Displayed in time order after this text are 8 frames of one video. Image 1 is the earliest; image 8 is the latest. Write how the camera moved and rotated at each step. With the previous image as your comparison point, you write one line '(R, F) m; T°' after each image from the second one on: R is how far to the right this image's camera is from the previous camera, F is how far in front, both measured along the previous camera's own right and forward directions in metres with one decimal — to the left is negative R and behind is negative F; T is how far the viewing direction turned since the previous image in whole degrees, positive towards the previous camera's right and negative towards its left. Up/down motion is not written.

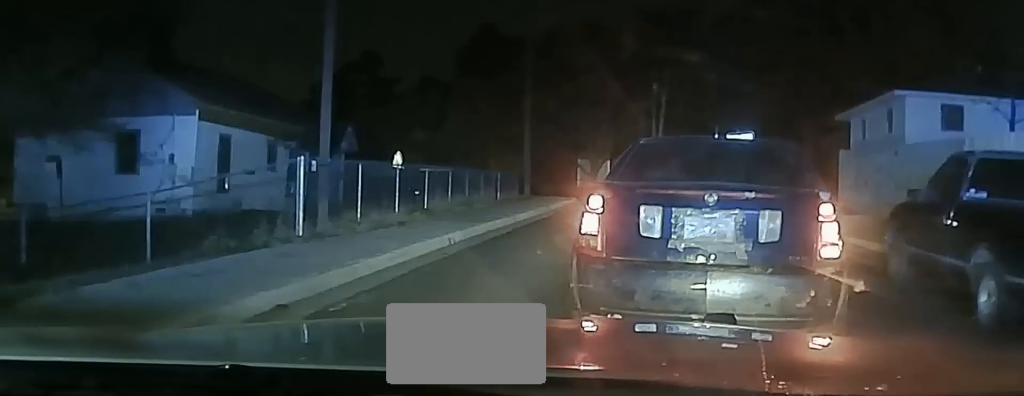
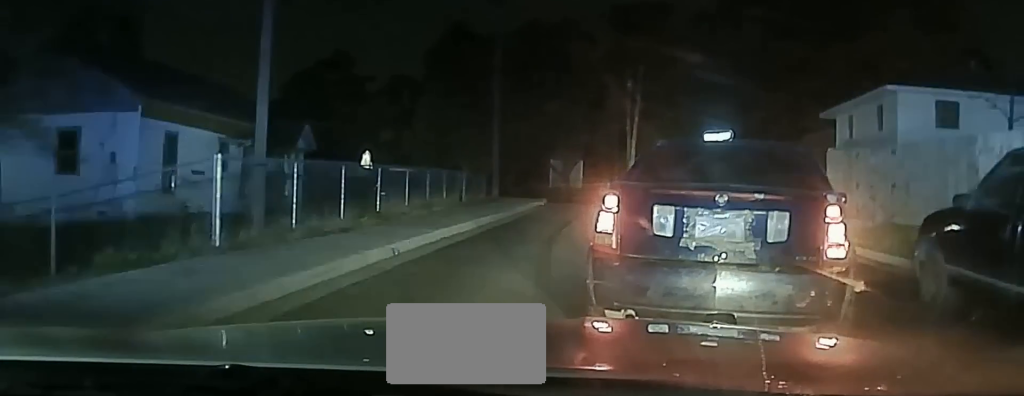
(0.0, +2.2) m; +1°
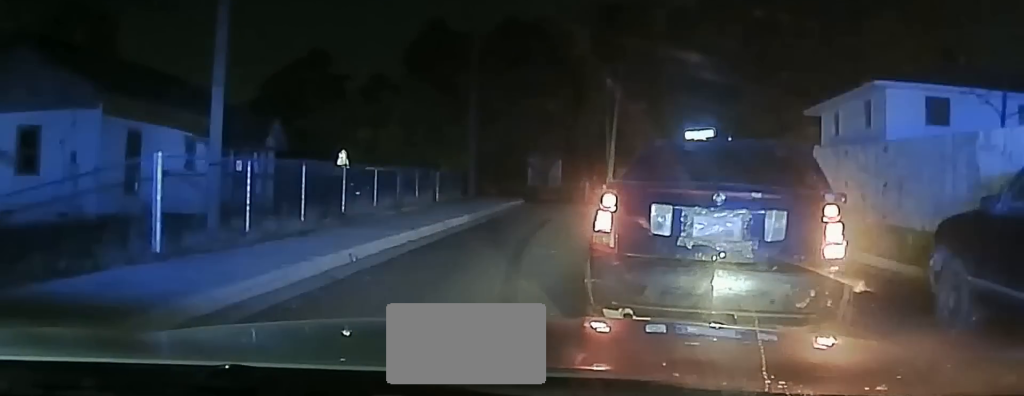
(+0.2, +0.7) m; 0°
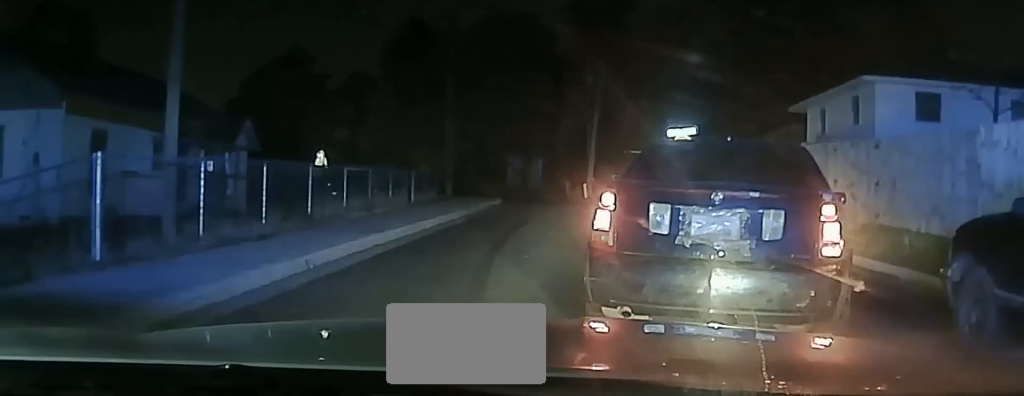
(0.0, +0.7) m; 0°
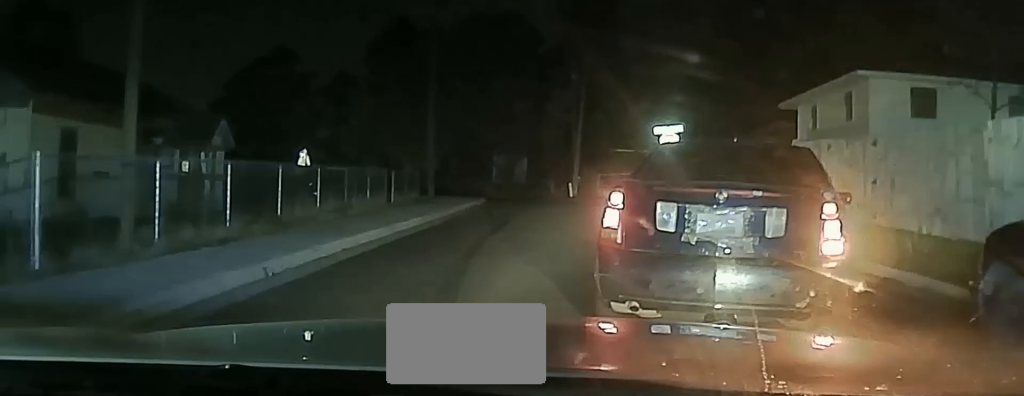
(0.0, +0.6) m; 0°
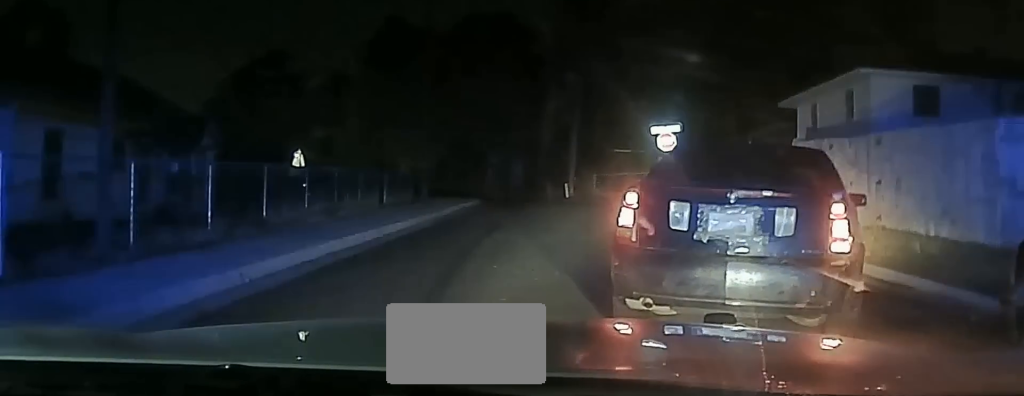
(0.0, +0.4) m; 0°
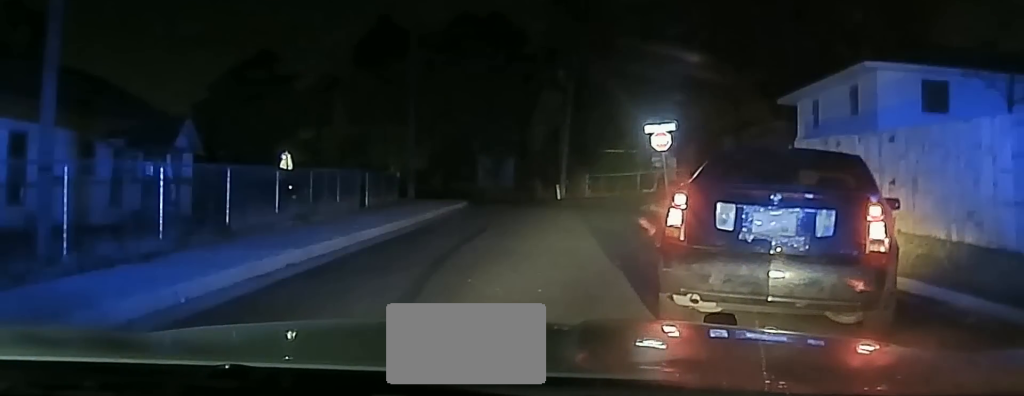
(+0.3, +1.2) m; +1°
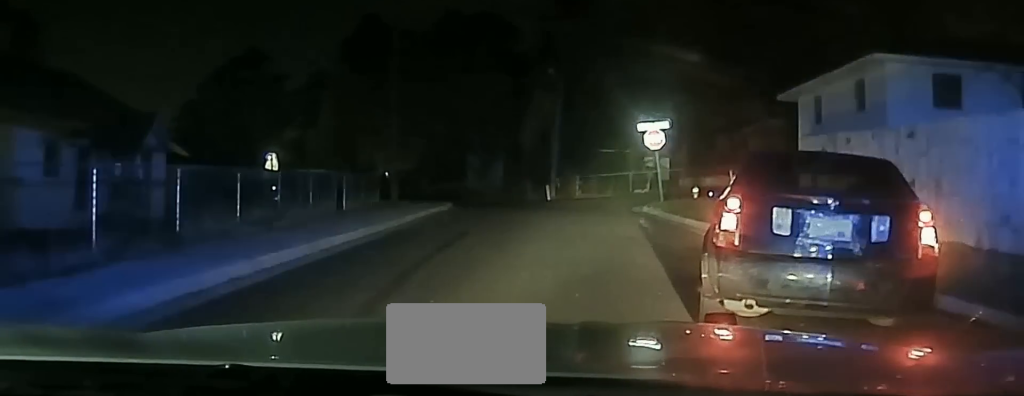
(-0.2, +1.7) m; -5°
